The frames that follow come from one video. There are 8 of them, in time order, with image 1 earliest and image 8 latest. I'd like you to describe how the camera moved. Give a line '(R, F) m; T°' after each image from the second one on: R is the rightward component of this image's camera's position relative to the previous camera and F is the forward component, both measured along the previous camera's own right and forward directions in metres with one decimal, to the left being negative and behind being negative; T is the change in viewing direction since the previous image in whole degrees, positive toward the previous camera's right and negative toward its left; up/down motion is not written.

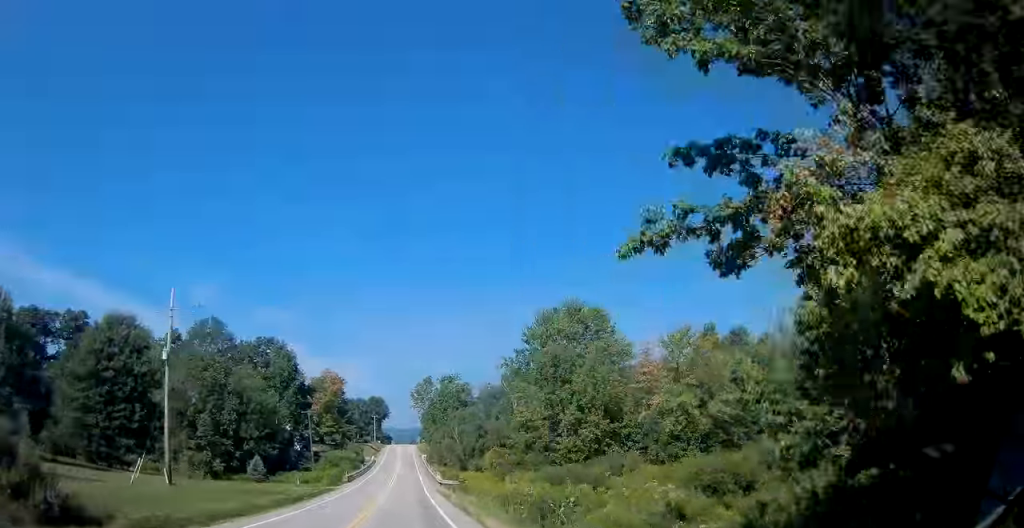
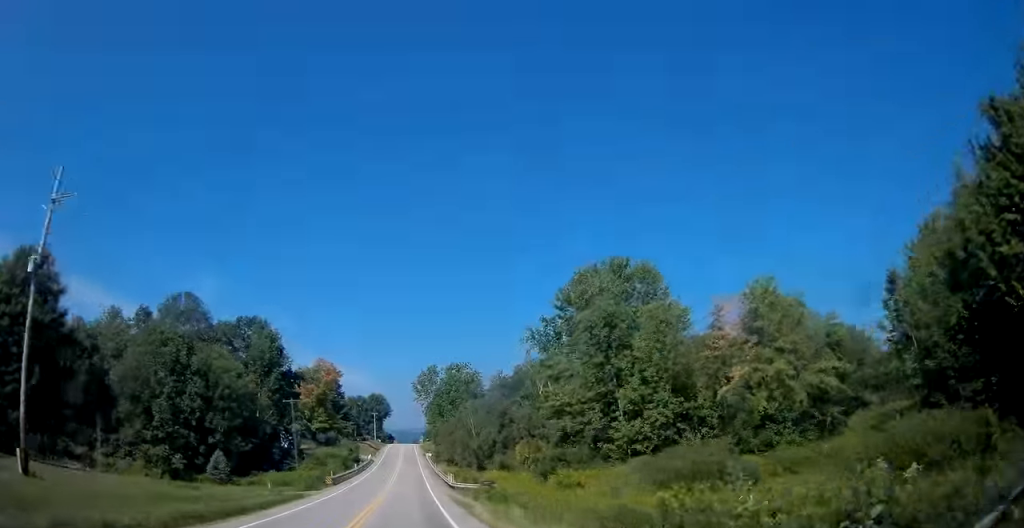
(0.0, +14.8) m; 0°
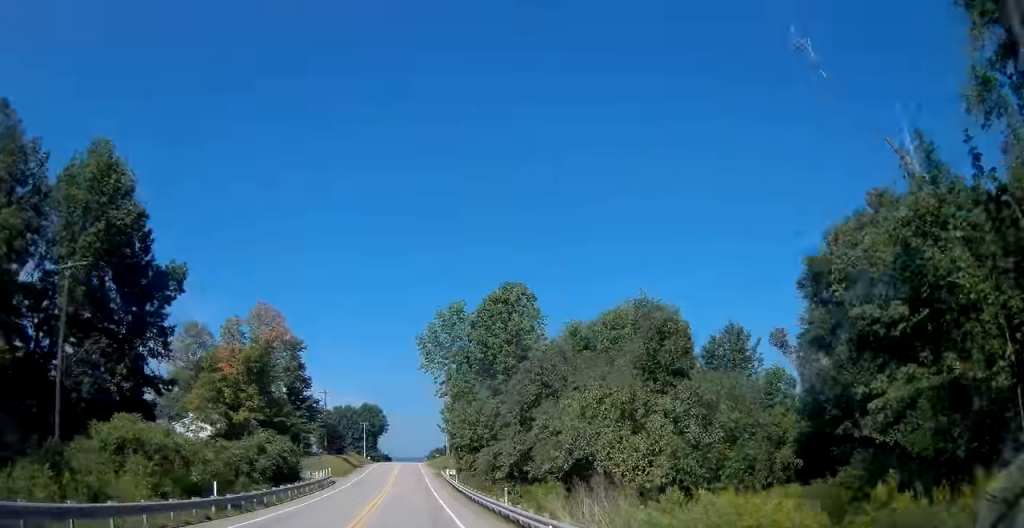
(0.0, +55.0) m; 0°
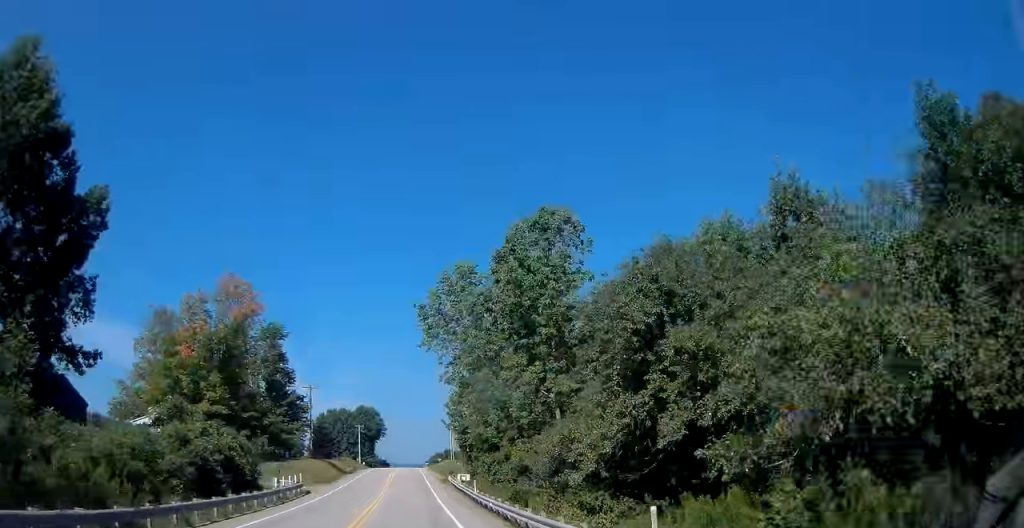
(0.0, +13.1) m; 0°
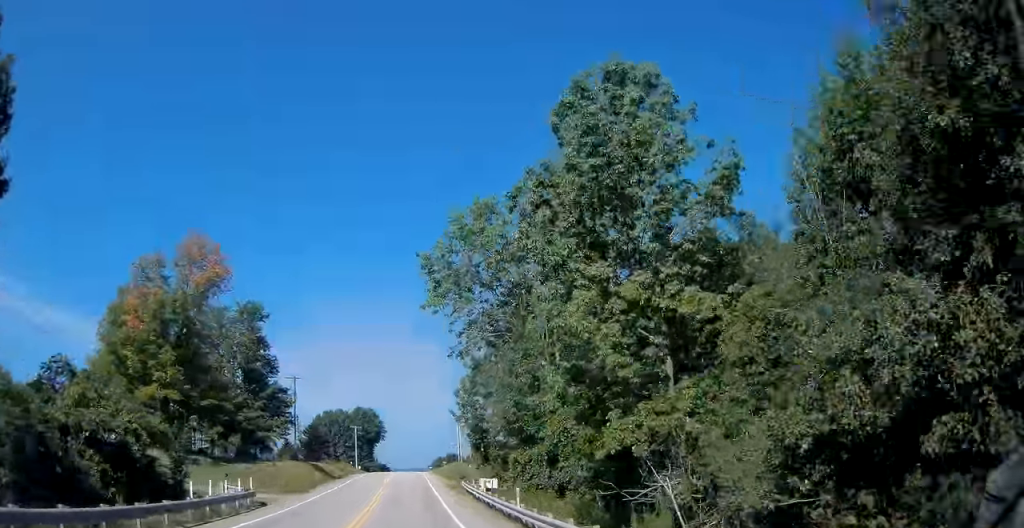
(0.0, +12.2) m; 0°
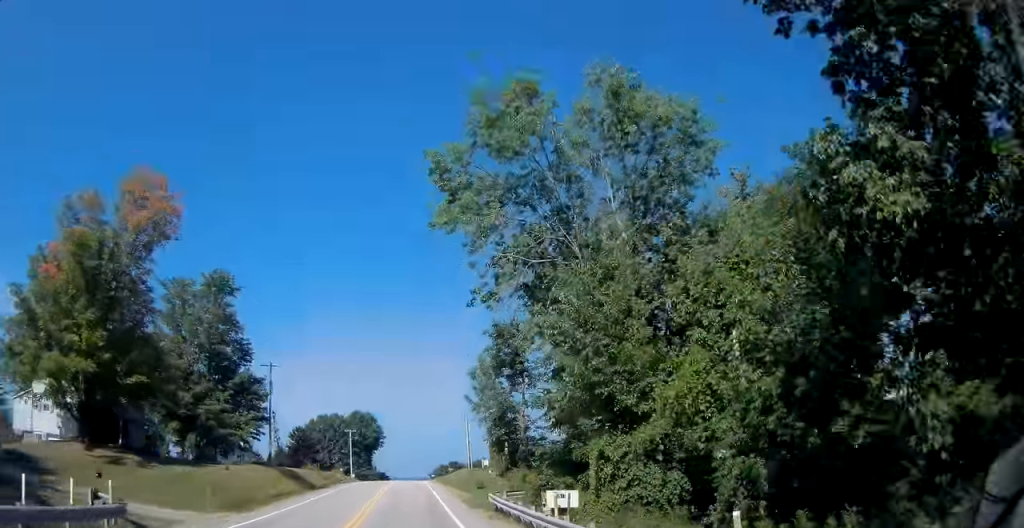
(0.0, +13.0) m; 0°
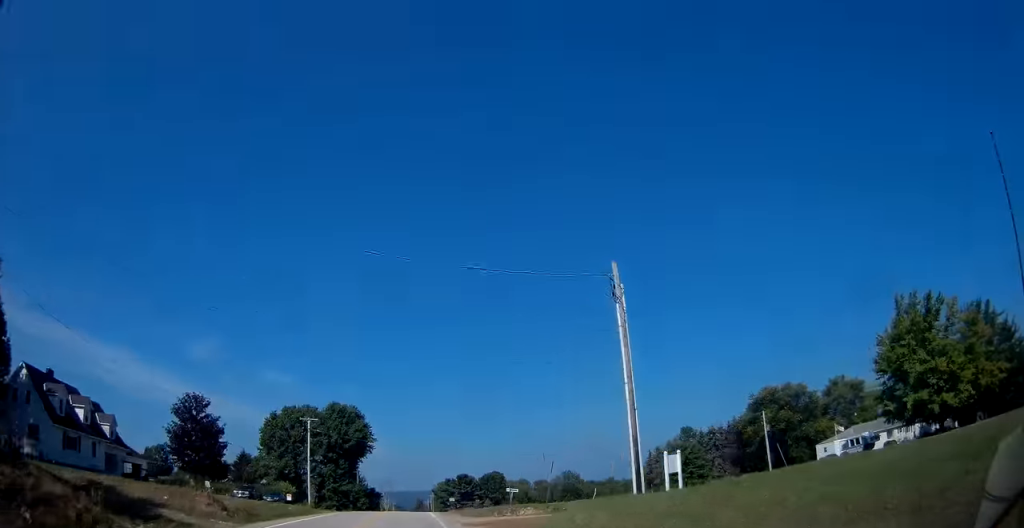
(+0.5, +50.2) m; 0°
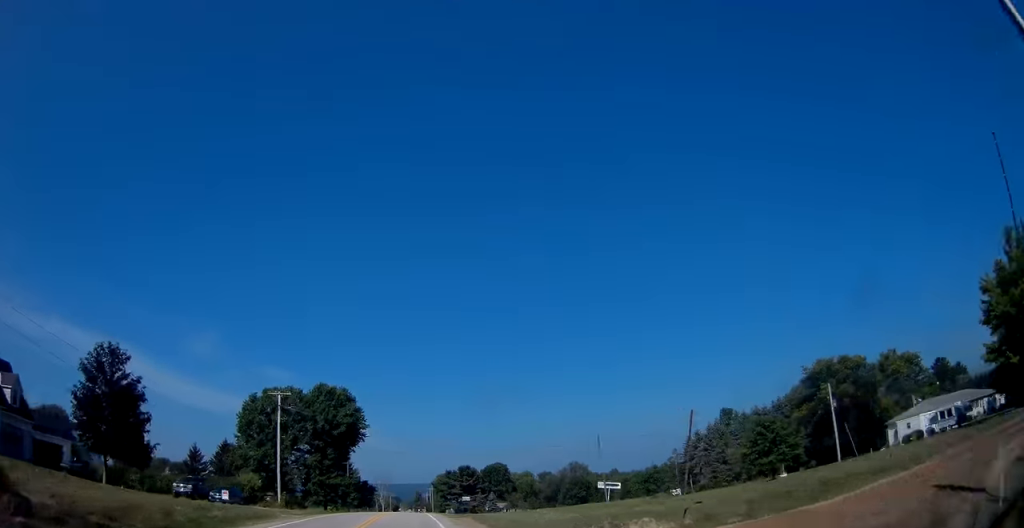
(-0.2, +15.9) m; -1°
